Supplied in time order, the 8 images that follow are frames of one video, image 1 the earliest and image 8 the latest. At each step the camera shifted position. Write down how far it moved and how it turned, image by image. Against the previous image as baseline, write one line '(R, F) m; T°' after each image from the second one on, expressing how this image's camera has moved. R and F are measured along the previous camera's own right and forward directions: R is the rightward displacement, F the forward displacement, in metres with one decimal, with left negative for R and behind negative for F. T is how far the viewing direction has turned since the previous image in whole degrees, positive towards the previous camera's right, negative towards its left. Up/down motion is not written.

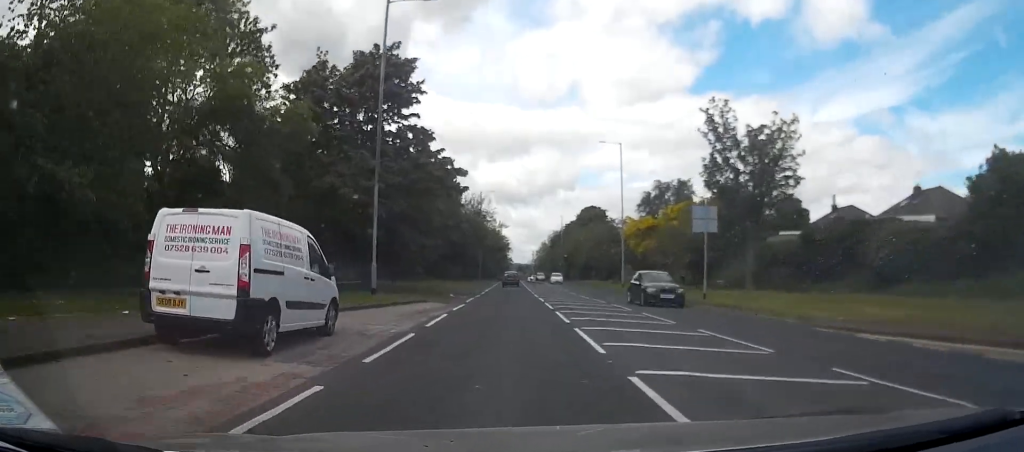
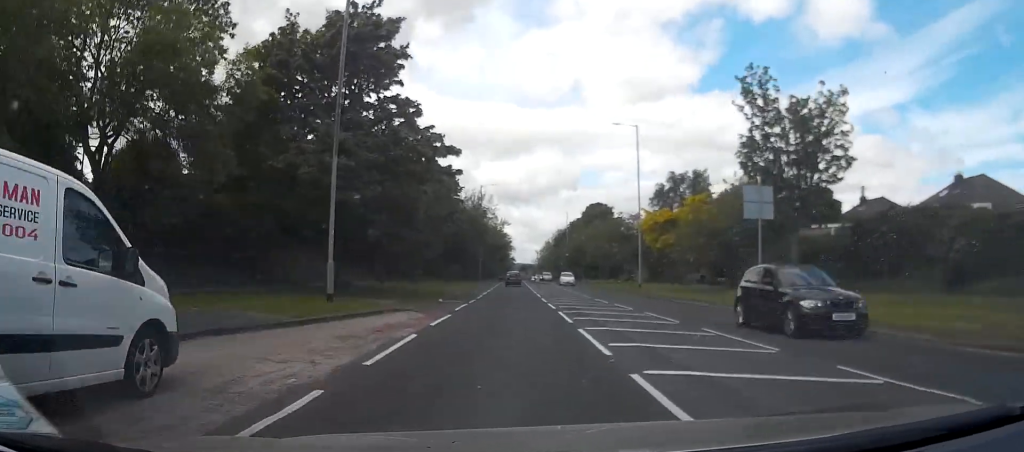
(+0.1, +6.1) m; 0°
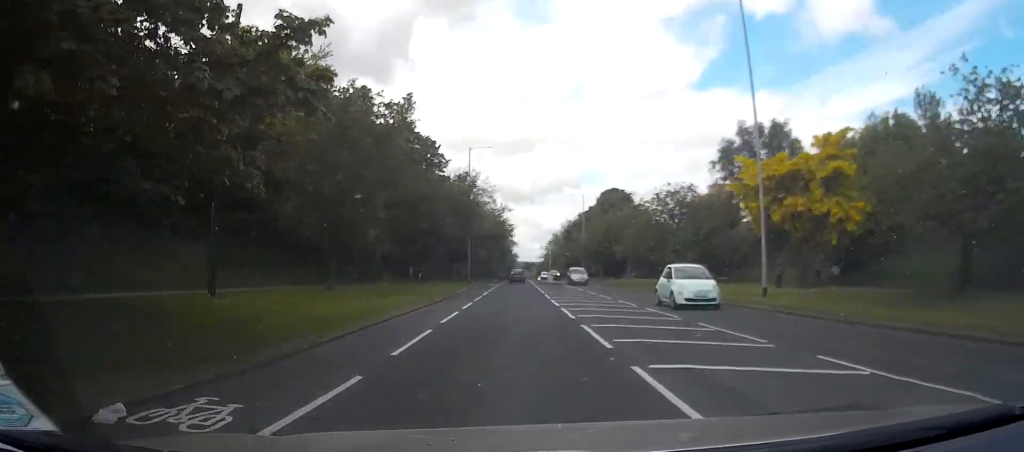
(-0.3, +23.4) m; -1°
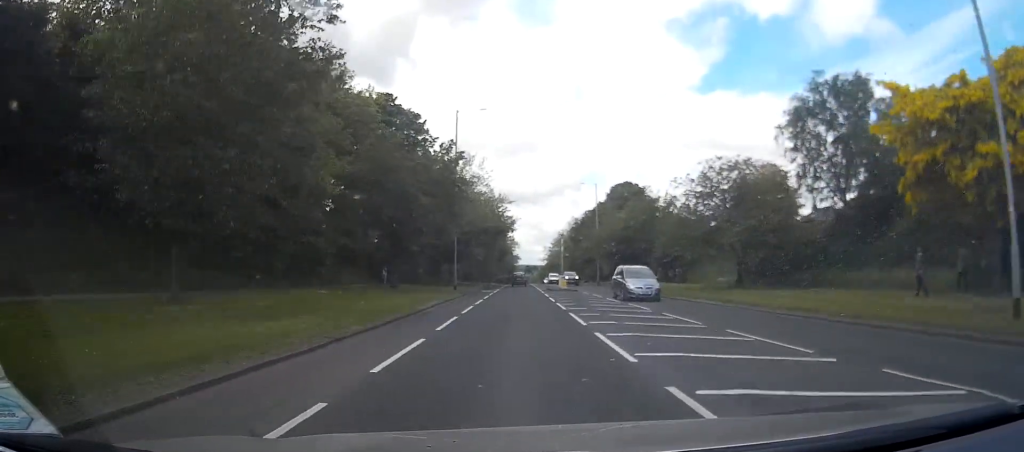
(0.0, +13.7) m; 0°
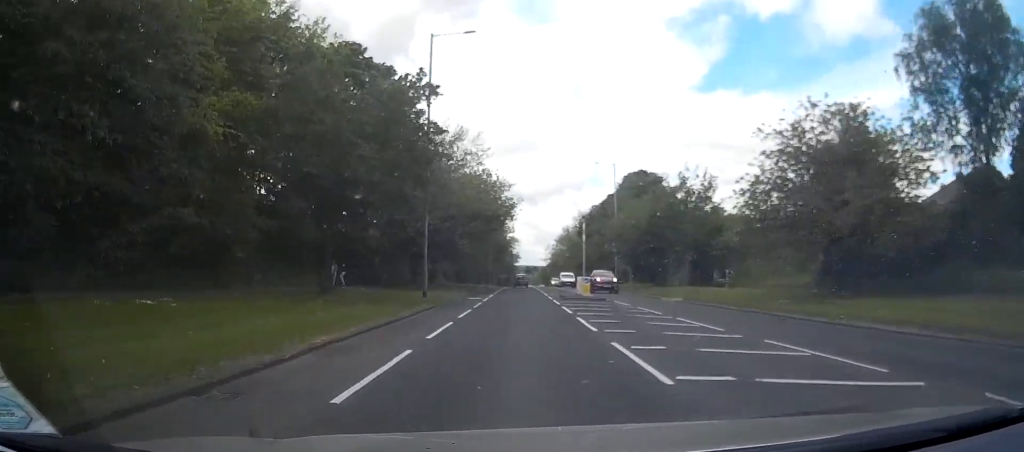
(0.0, +14.0) m; +1°
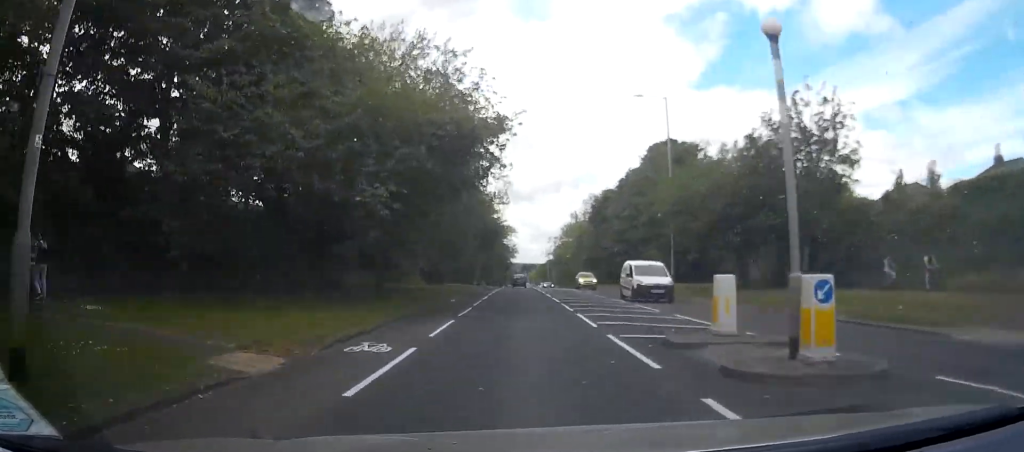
(+0.1, +24.0) m; -2°
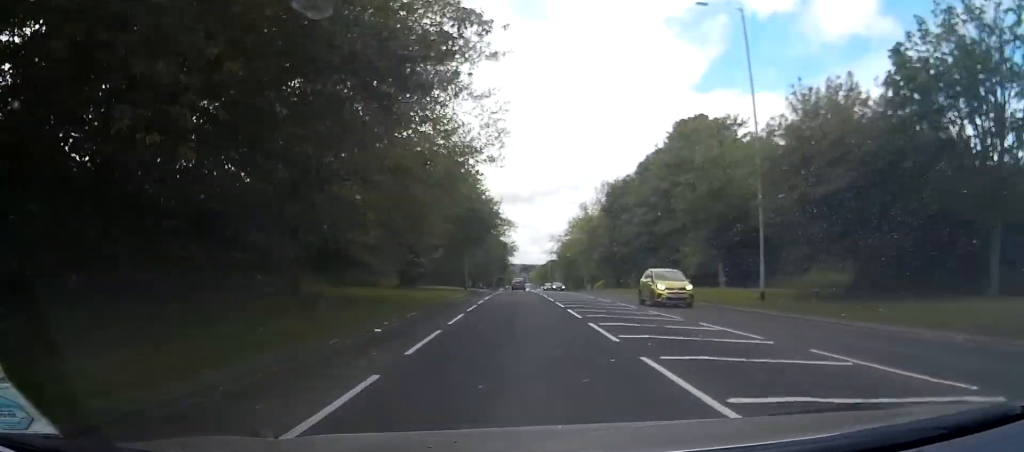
(-0.4, +14.9) m; -1°
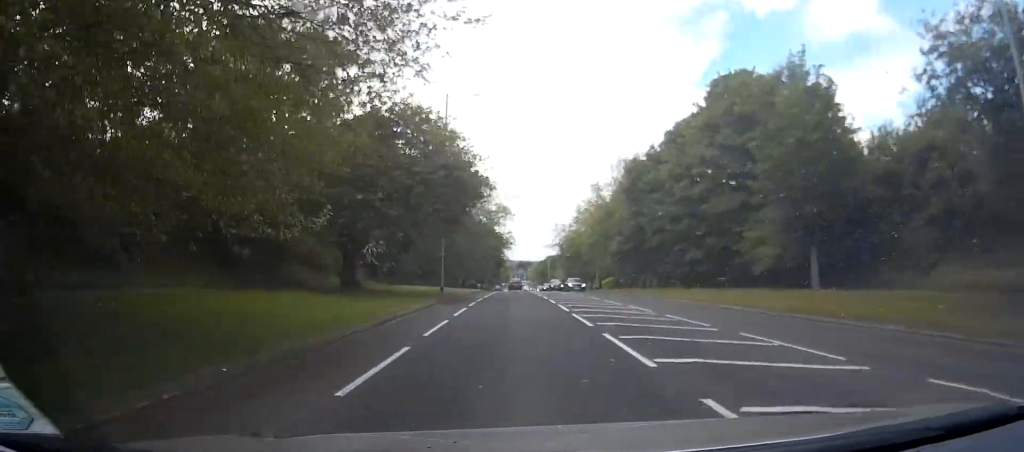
(+0.1, +15.1) m; +1°
